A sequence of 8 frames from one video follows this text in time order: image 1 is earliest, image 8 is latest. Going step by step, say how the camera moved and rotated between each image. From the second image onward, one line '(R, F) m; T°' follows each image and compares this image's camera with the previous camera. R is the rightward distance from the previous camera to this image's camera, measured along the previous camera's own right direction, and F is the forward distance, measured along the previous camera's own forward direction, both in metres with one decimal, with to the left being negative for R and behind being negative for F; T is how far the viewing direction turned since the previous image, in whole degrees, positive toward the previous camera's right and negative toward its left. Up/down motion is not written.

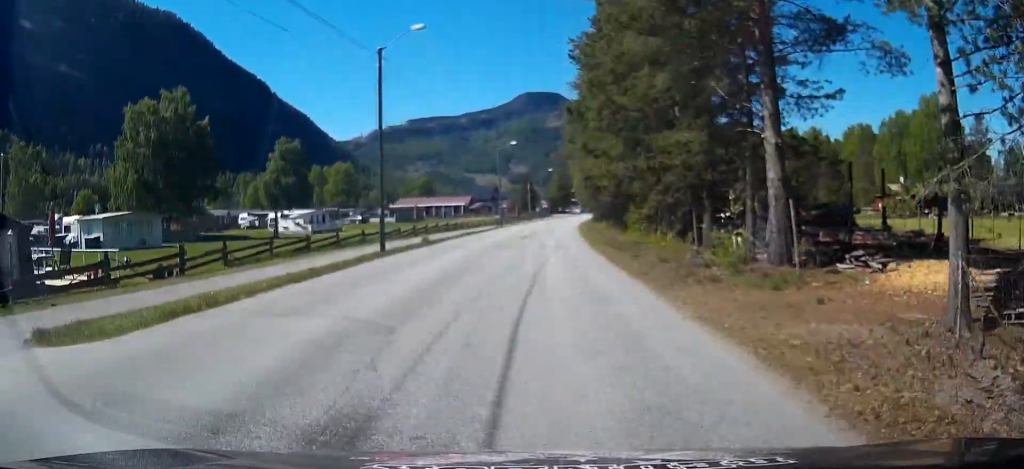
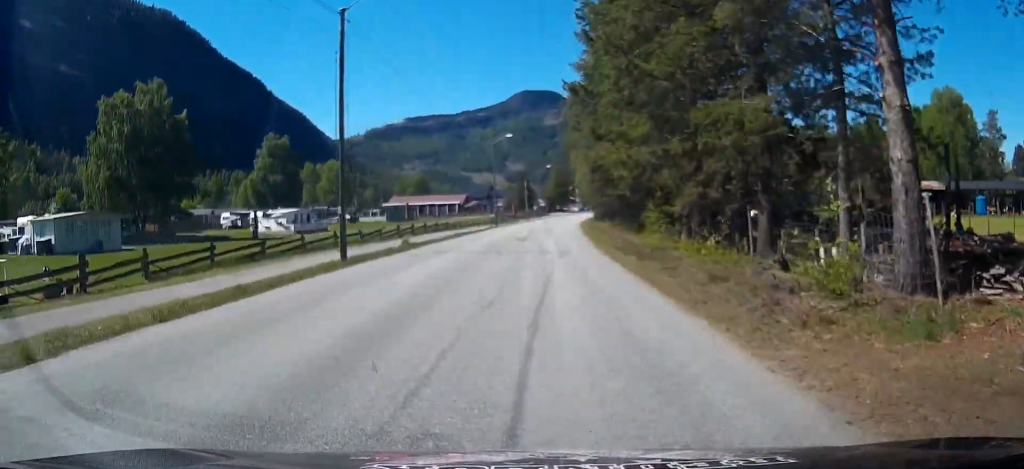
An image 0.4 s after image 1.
(-0.1, +4.9) m; 0°
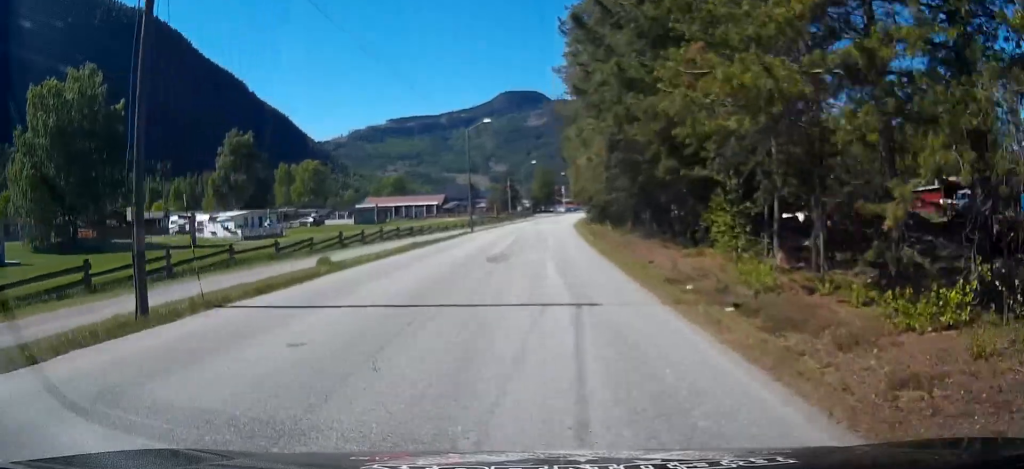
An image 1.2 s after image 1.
(+0.1, +10.2) m; +1°
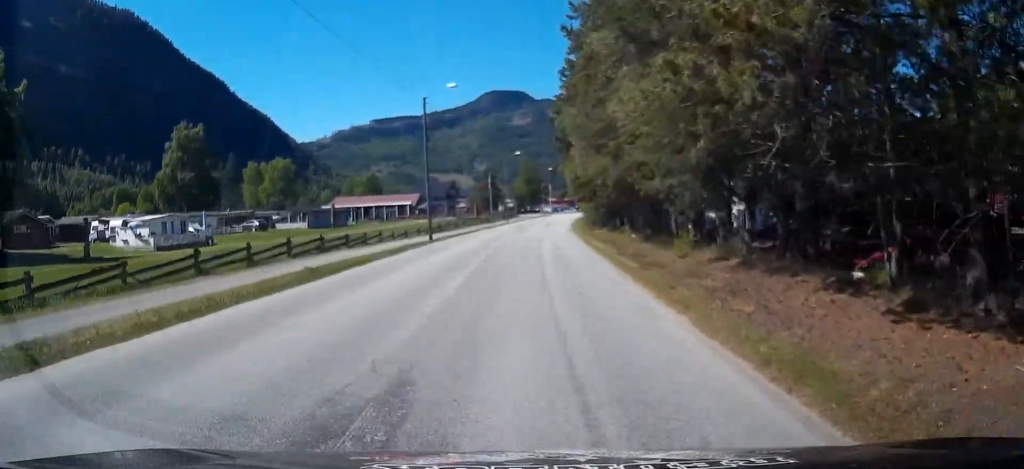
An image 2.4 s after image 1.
(+0.3, +13.7) m; +2°
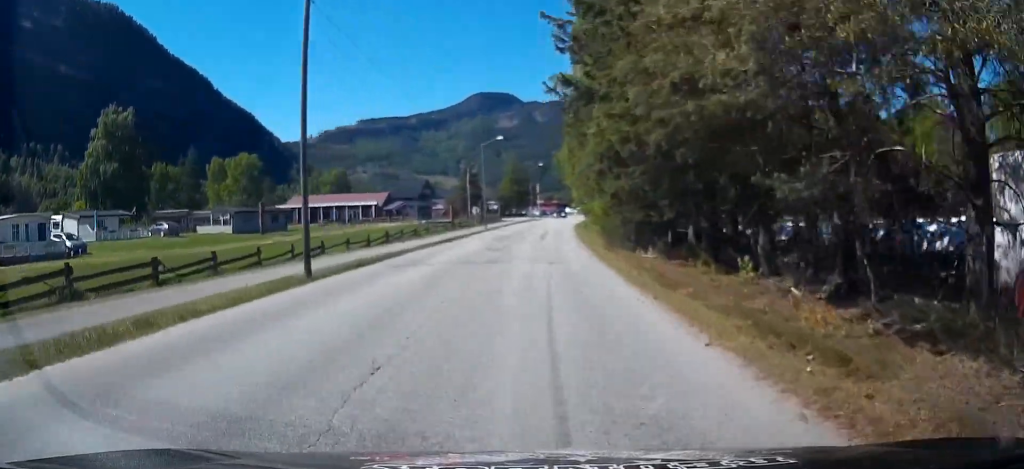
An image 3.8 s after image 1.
(+0.1, +17.6) m; +1°
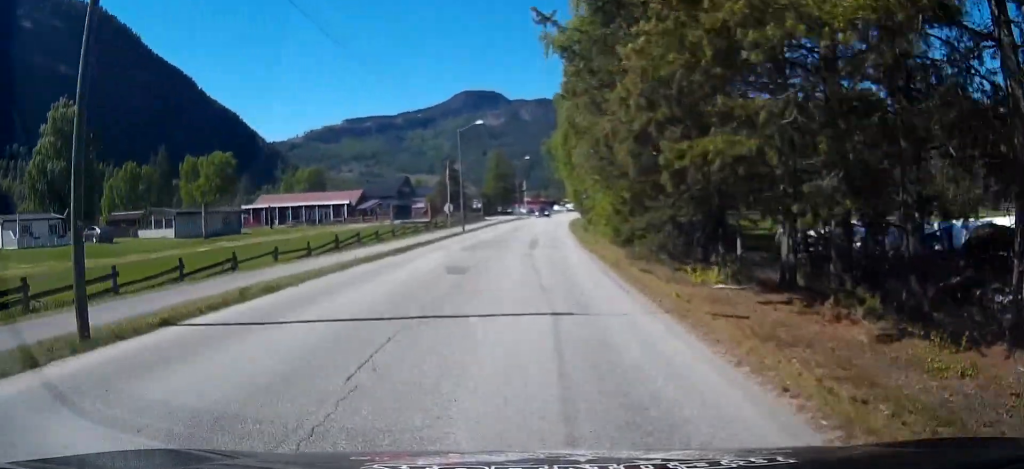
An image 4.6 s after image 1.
(0.0, +8.7) m; 0°
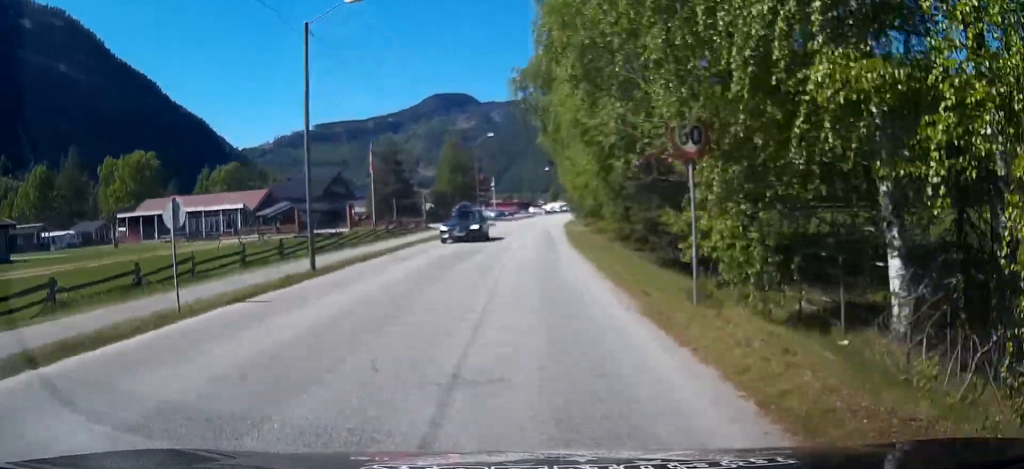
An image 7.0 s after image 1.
(+0.8, +29.1) m; +3°
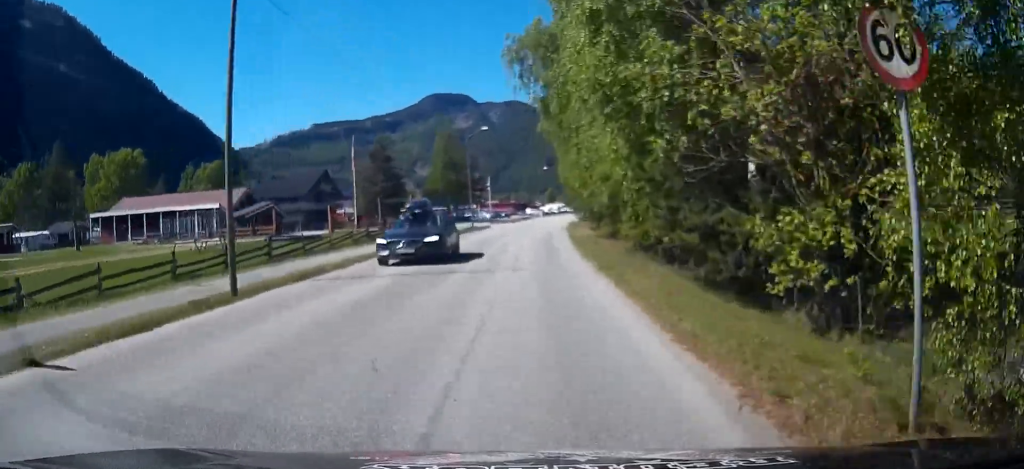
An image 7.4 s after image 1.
(0.0, +5.3) m; 0°
